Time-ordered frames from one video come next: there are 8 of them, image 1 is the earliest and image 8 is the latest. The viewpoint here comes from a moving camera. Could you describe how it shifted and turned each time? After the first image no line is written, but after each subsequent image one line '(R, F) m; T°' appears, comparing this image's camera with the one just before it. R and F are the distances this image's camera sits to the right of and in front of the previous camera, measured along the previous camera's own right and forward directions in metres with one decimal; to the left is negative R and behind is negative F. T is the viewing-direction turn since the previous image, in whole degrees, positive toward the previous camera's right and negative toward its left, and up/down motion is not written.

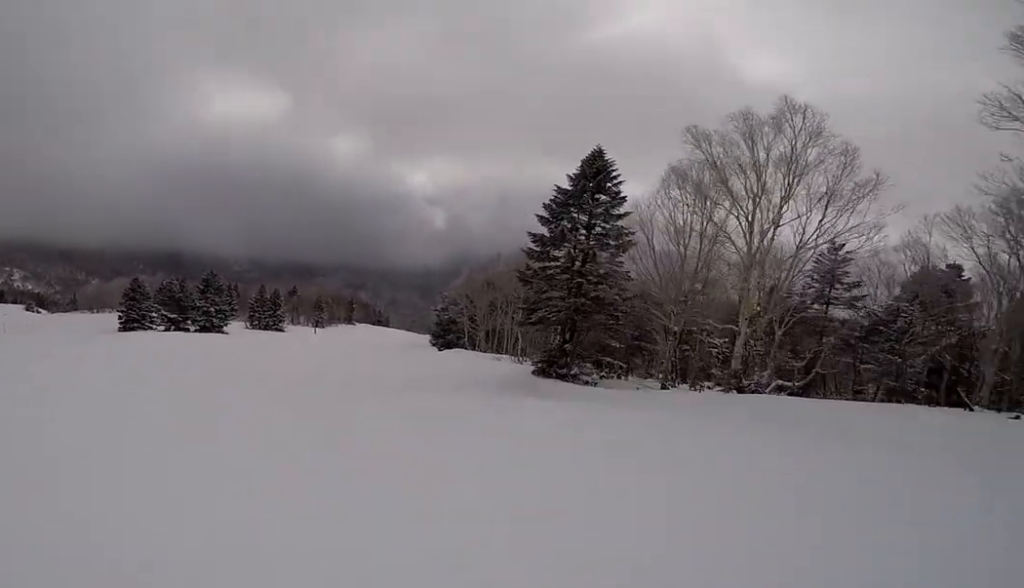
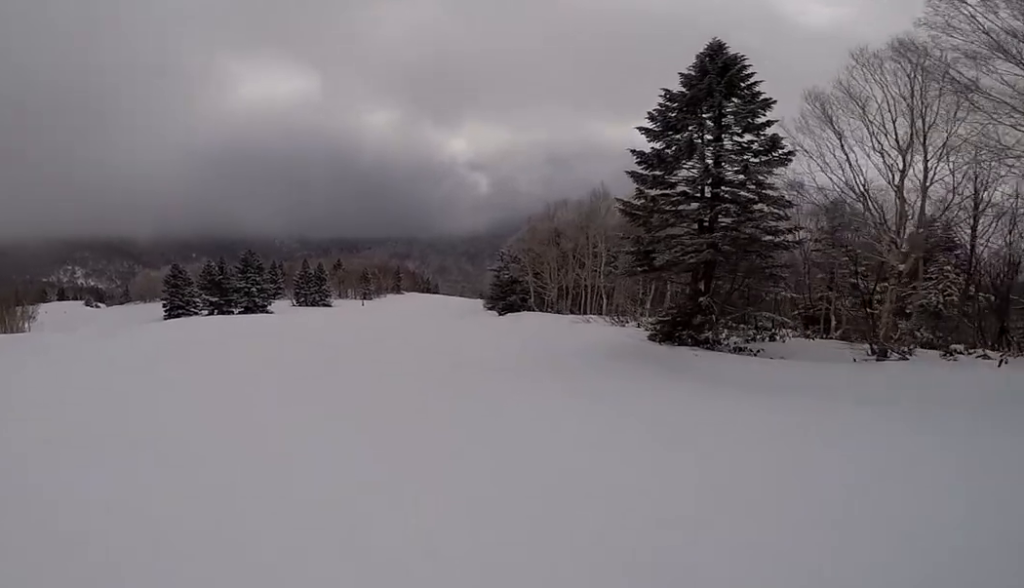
(0.0, +6.4) m; 0°
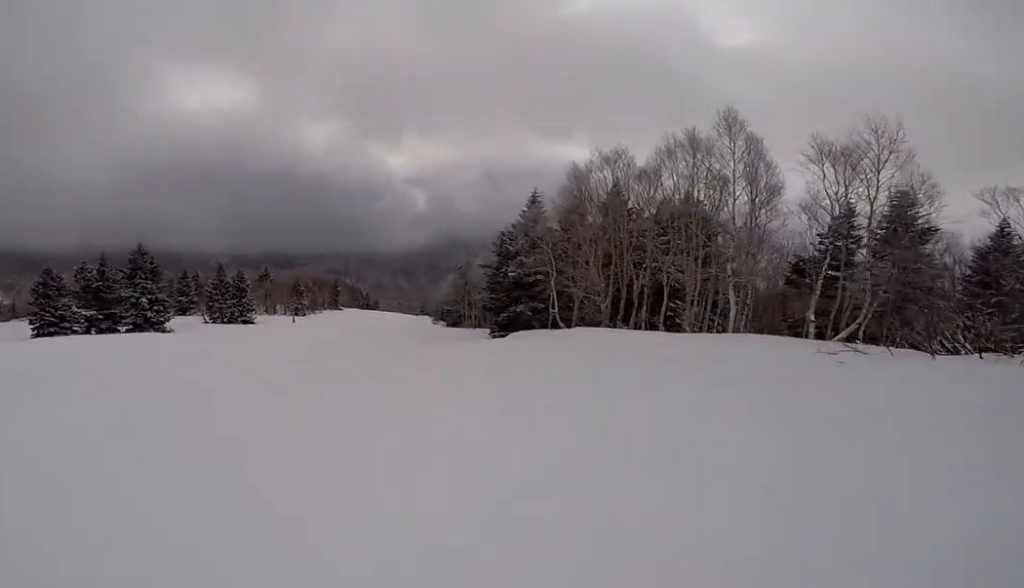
(0.0, +17.6) m; 0°
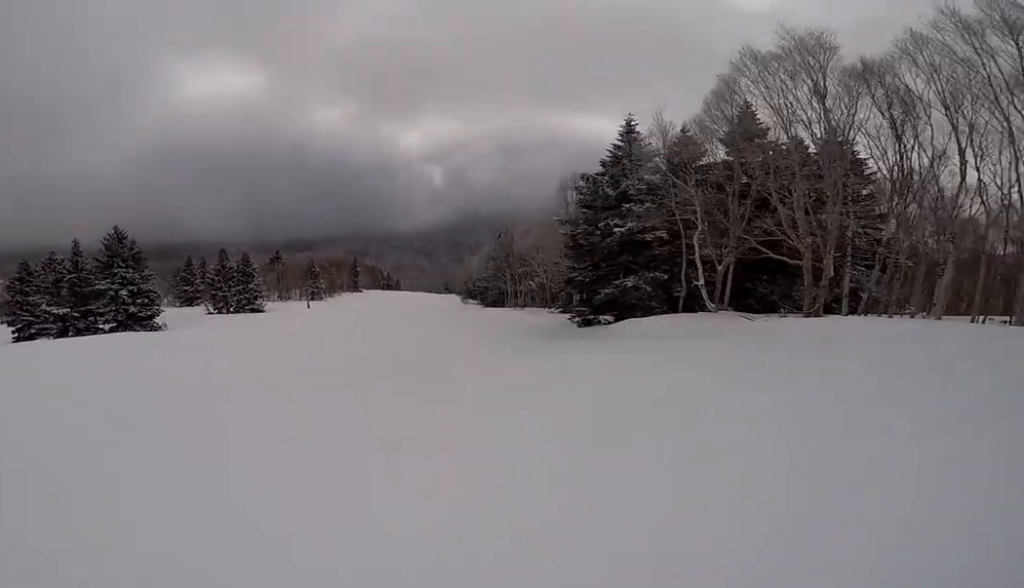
(0.0, +11.3) m; +4°
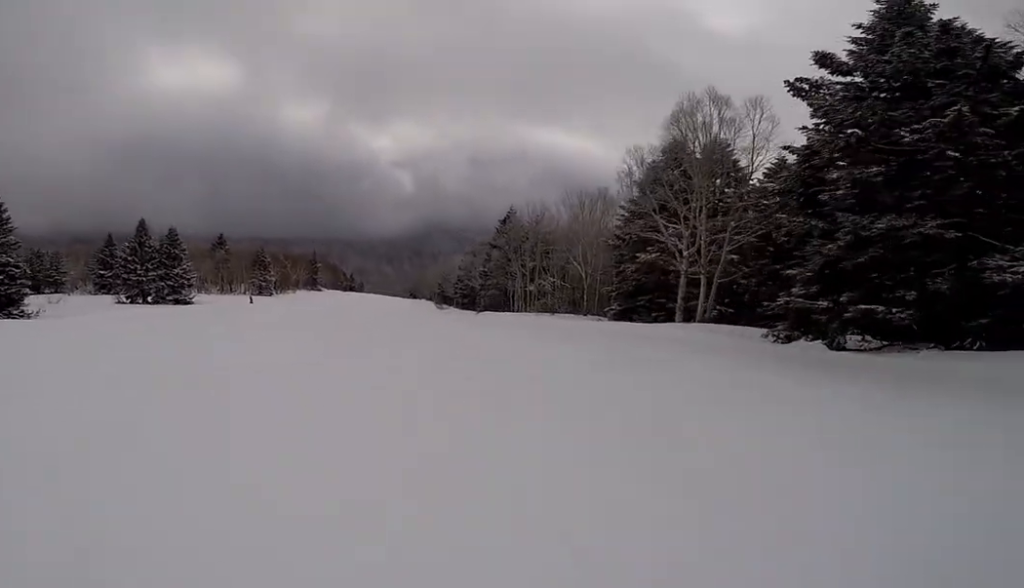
(+1.5, +15.3) m; +9°
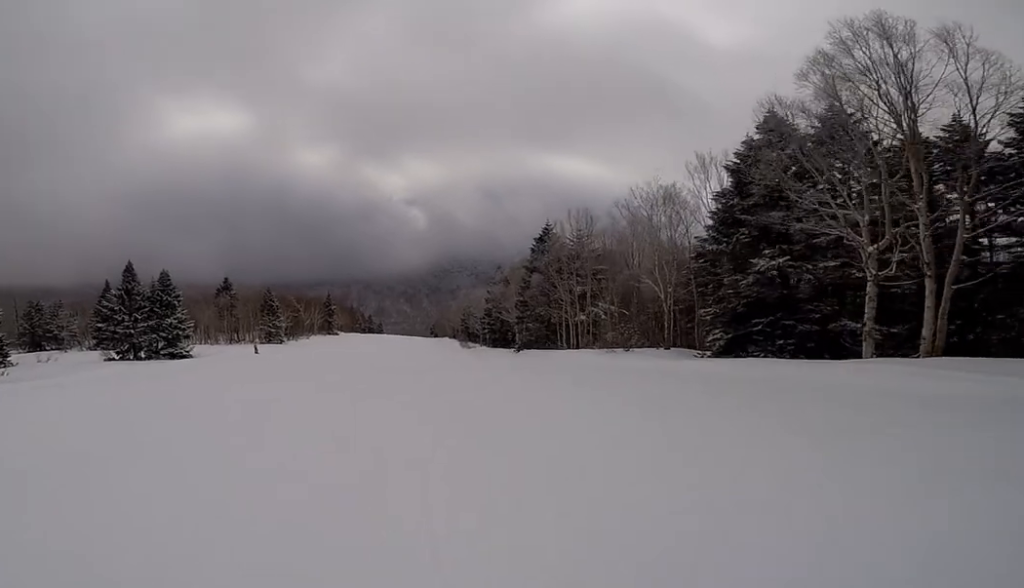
(+0.1, +7.8) m; -3°
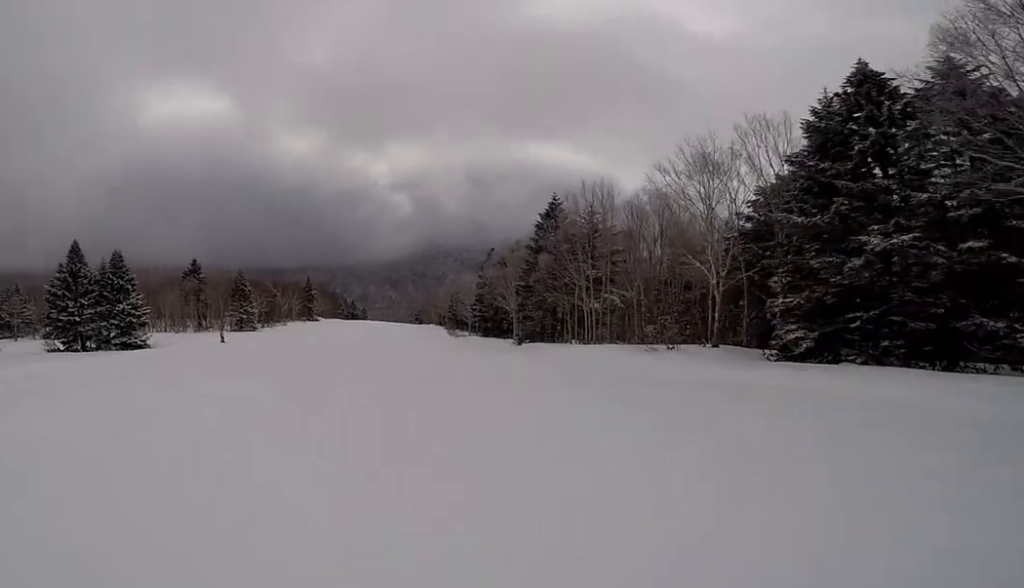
(-0.3, +5.8) m; -4°
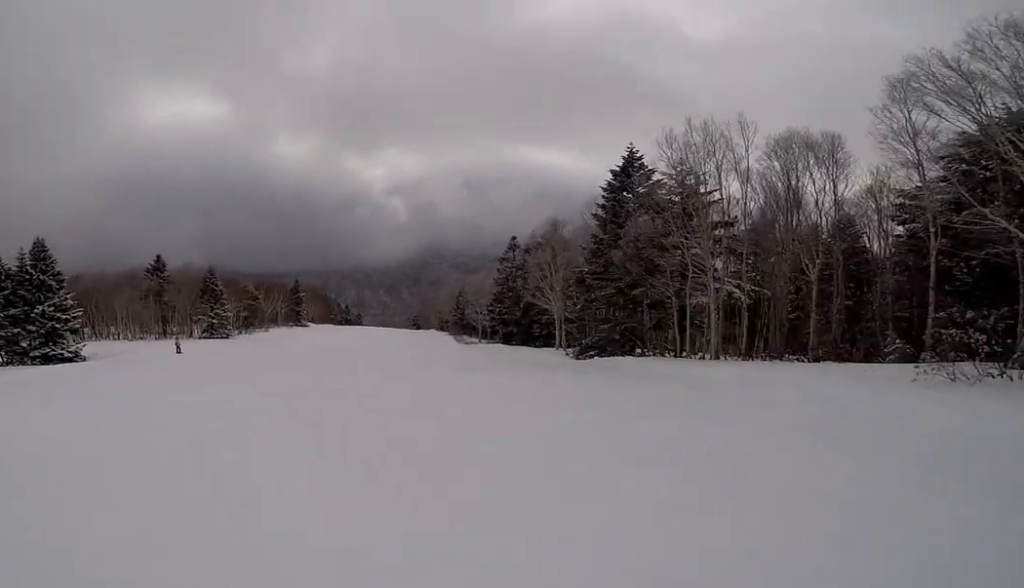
(-0.7, +11.7) m; -1°
